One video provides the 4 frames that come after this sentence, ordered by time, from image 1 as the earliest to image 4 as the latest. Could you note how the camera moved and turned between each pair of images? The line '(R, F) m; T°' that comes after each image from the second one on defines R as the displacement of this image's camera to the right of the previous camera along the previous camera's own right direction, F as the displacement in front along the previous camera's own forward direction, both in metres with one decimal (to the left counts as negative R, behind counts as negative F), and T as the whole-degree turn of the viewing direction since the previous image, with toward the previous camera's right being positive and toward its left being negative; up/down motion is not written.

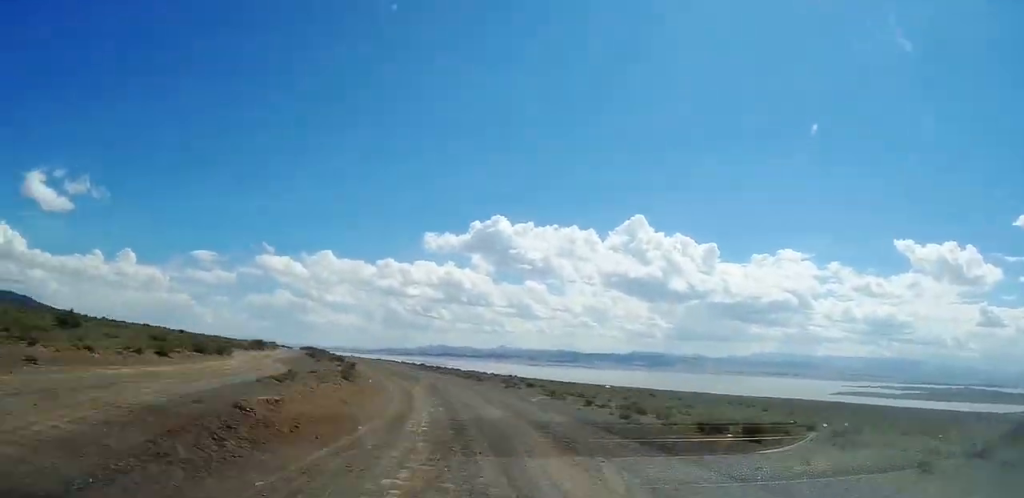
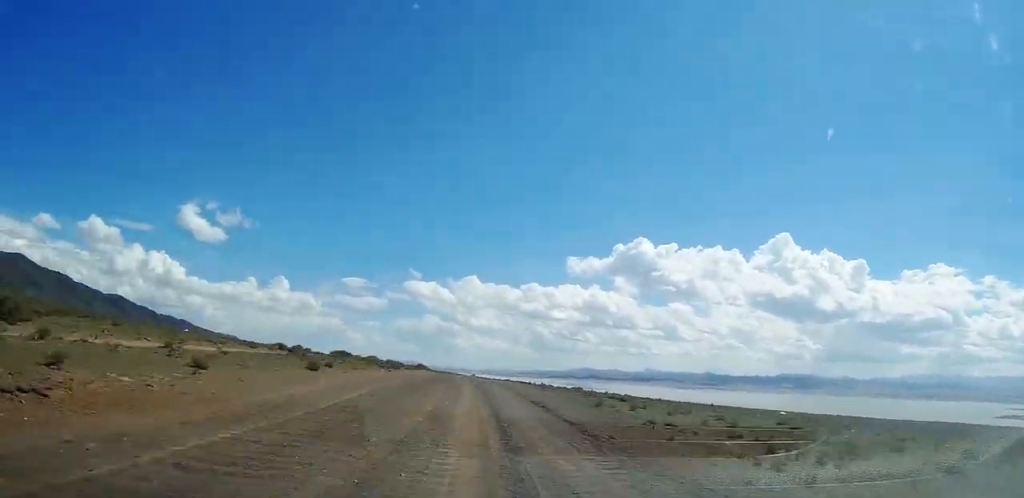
(-2.4, +63.2) m; -4°
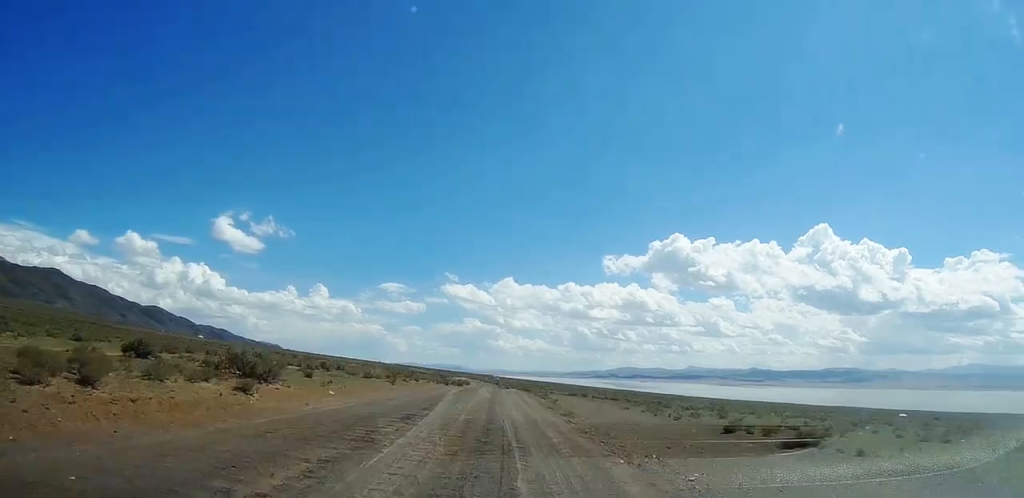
(-3.5, +83.5) m; -2°
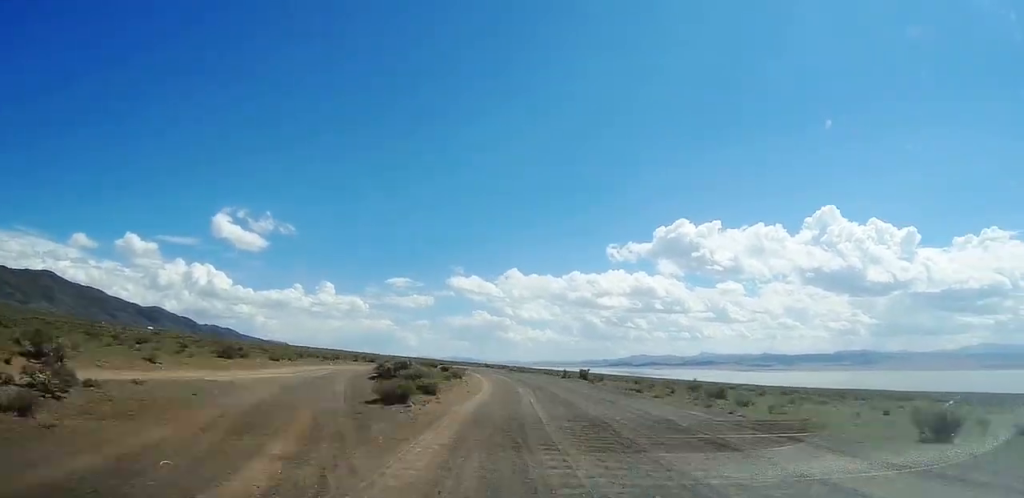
(-2.5, +159.6) m; -2°
